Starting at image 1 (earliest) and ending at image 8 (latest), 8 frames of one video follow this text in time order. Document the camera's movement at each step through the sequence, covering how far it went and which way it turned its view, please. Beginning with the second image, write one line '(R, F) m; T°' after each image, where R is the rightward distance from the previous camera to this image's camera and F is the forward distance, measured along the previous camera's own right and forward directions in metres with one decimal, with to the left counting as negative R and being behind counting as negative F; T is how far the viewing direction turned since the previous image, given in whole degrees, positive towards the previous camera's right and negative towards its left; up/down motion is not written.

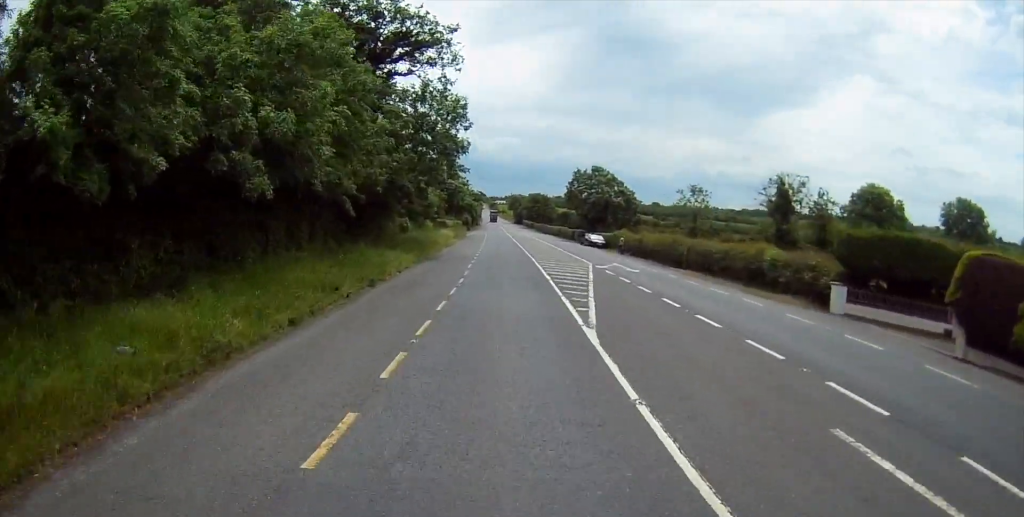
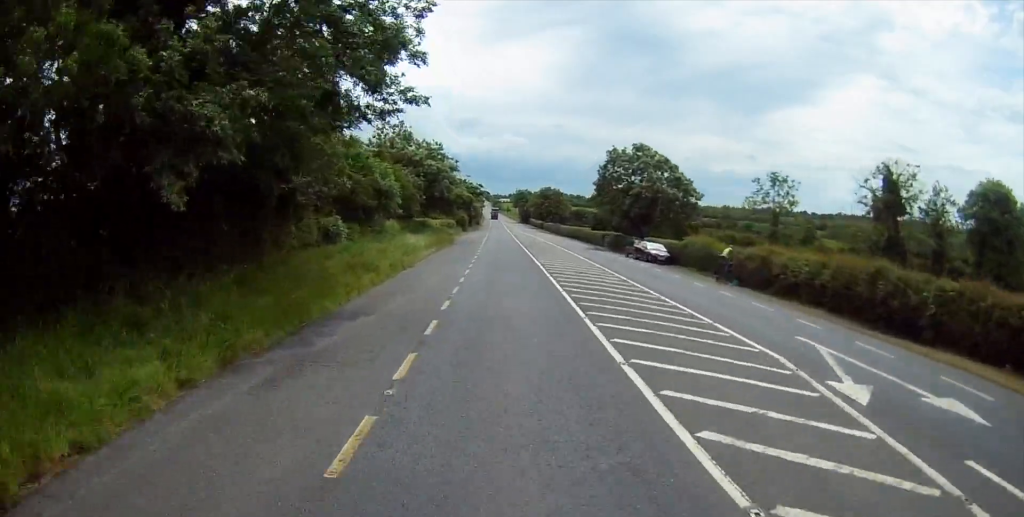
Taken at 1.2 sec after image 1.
(-0.3, +27.4) m; -2°
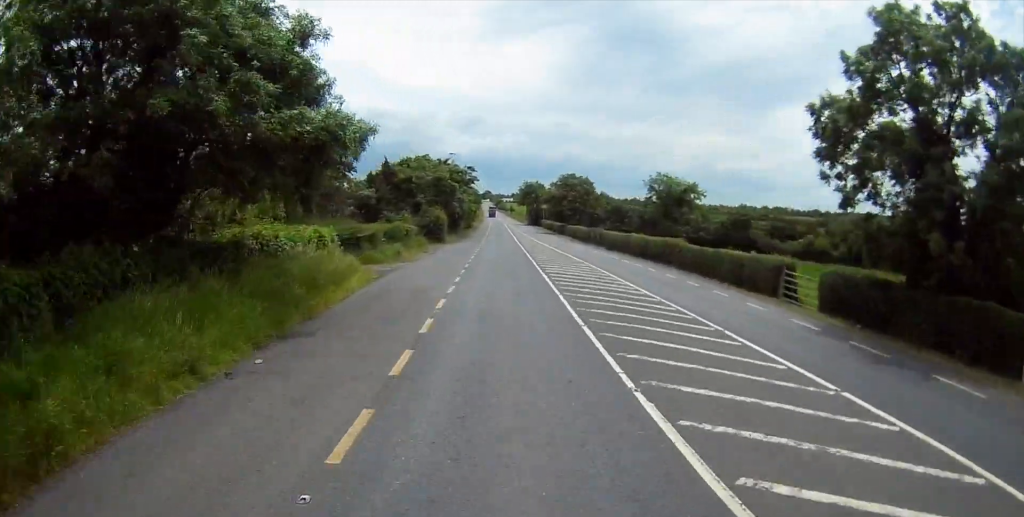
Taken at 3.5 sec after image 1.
(-0.7, +49.8) m; 0°
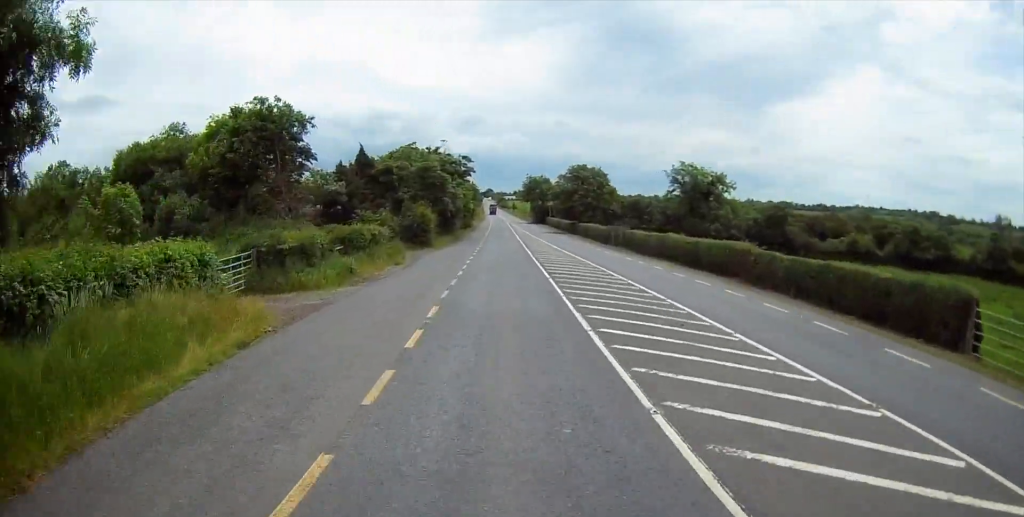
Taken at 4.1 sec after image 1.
(+0.3, +13.4) m; 0°
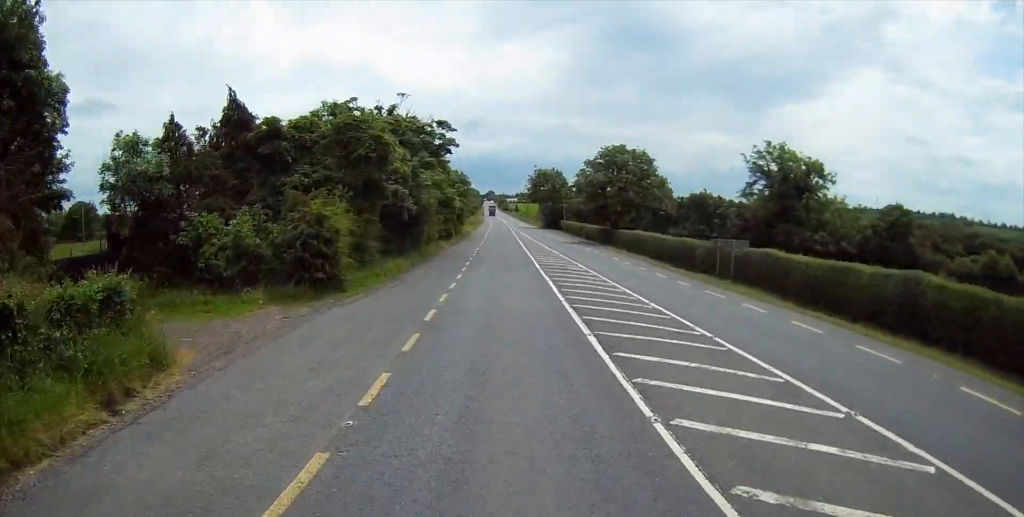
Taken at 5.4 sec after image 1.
(-0.5, +30.6) m; -1°
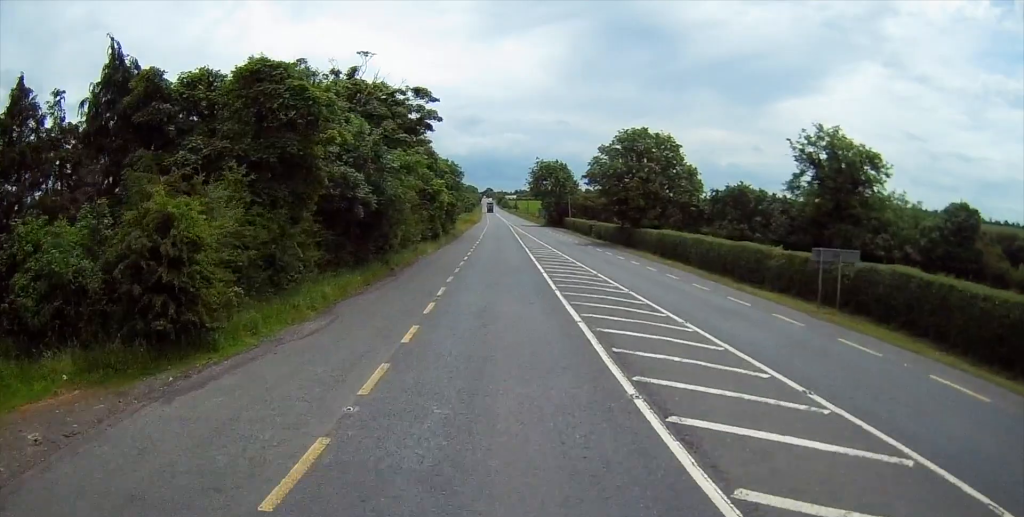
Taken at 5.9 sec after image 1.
(+0.1, +11.2) m; 0°
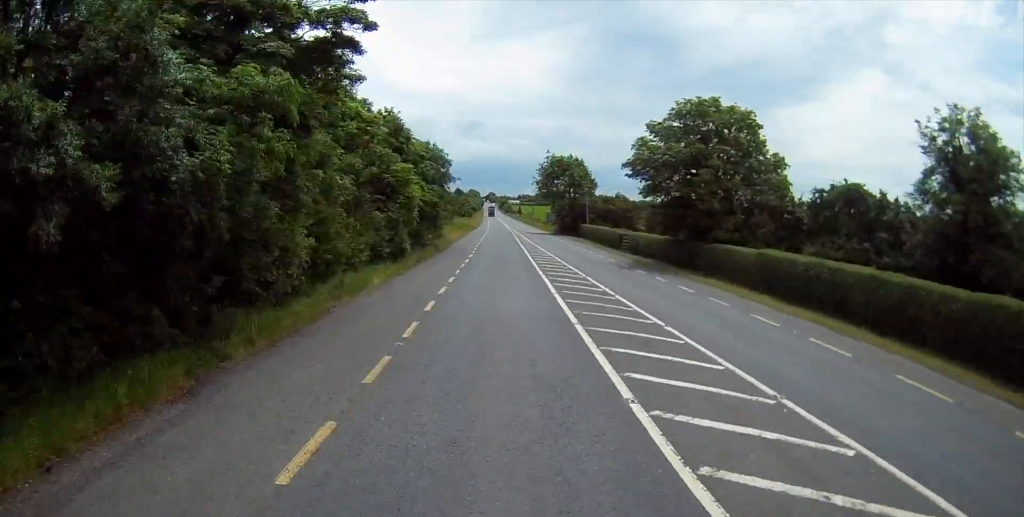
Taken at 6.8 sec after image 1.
(0.0, +18.7) m; 0°
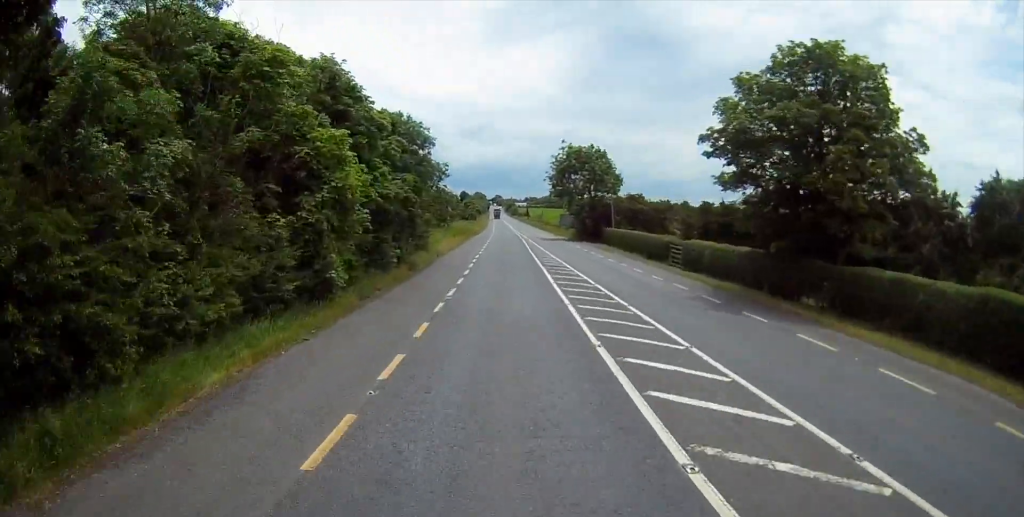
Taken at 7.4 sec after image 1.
(0.0, +15.0) m; 0°
